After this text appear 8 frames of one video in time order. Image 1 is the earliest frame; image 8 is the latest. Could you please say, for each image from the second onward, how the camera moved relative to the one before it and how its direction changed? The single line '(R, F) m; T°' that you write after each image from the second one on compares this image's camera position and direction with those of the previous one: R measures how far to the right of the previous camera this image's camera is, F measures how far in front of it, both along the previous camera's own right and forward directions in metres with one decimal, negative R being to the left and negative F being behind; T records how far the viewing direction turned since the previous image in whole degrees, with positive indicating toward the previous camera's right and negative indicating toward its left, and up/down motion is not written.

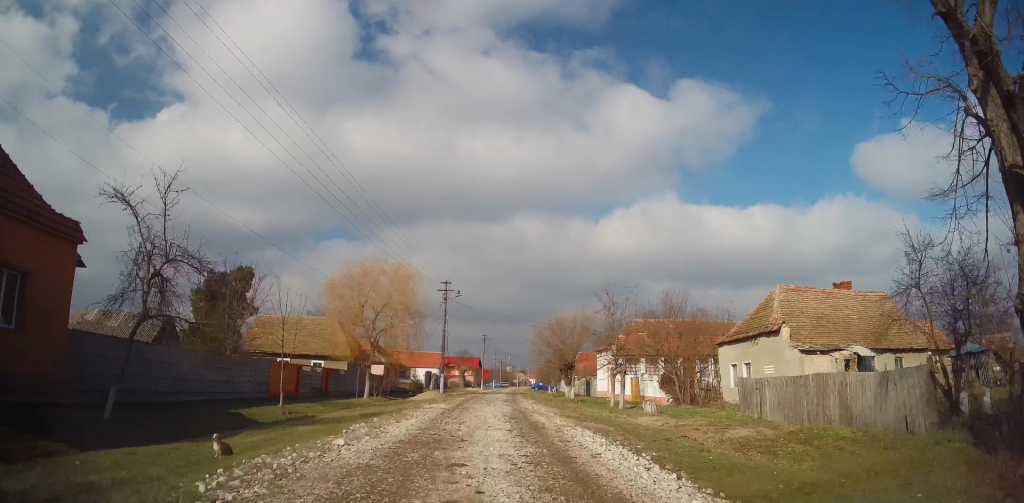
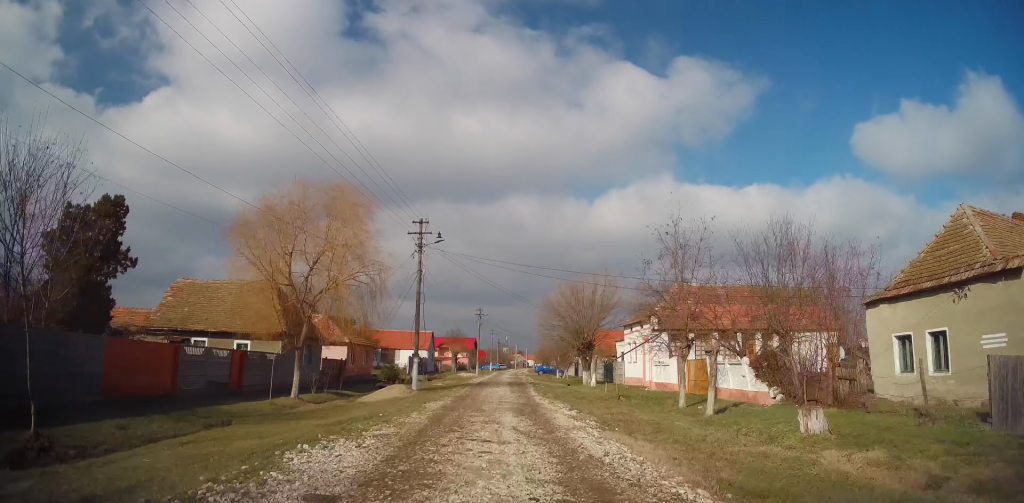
(+0.1, +12.3) m; +1°
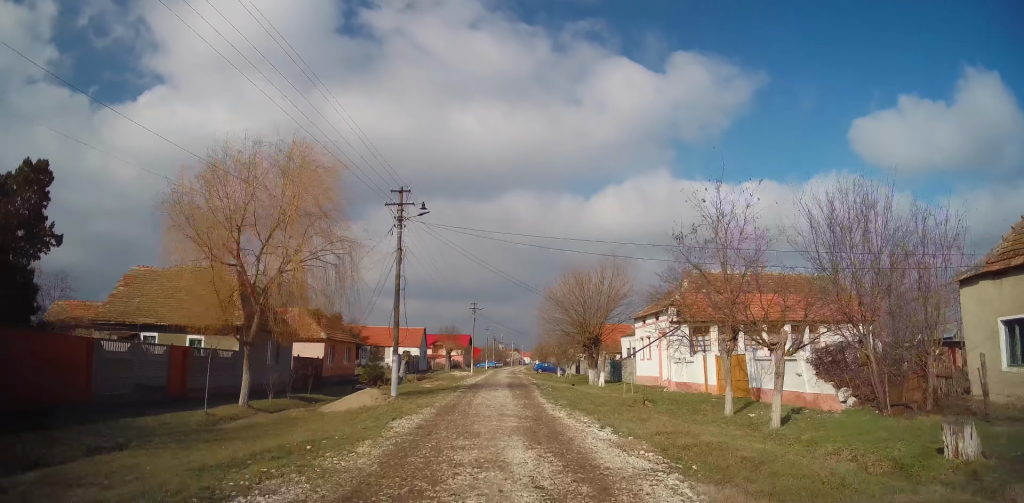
(-0.1, +4.4) m; 0°
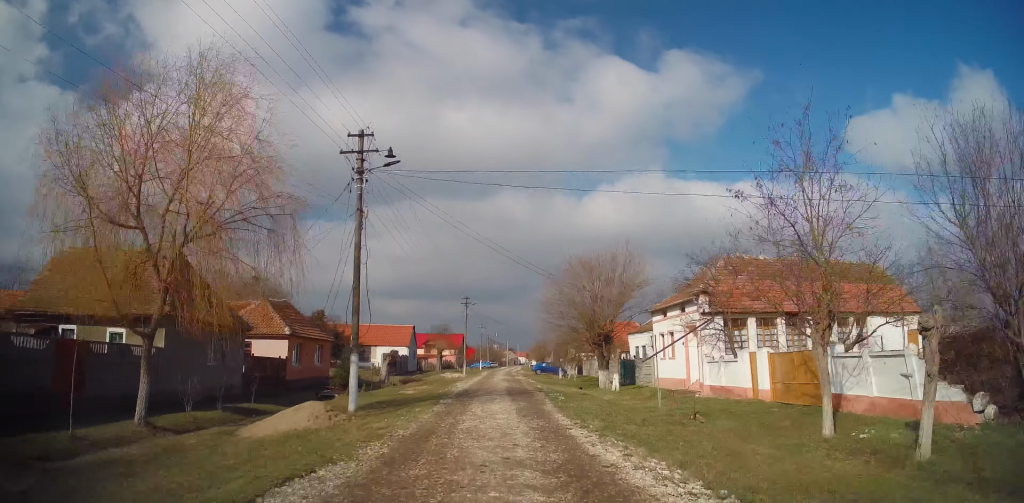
(+0.1, +5.5) m; +3°
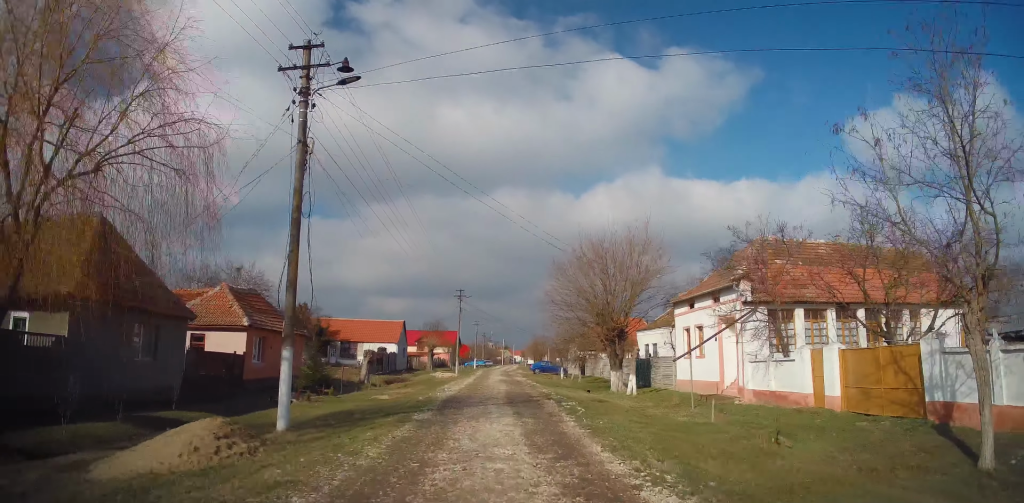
(+0.1, +4.8) m; +1°
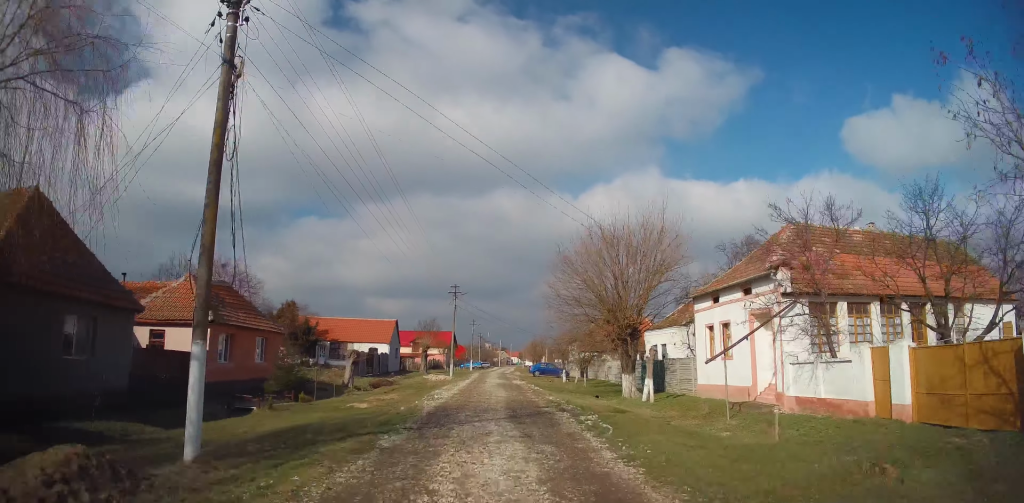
(+0.2, +3.2) m; 0°
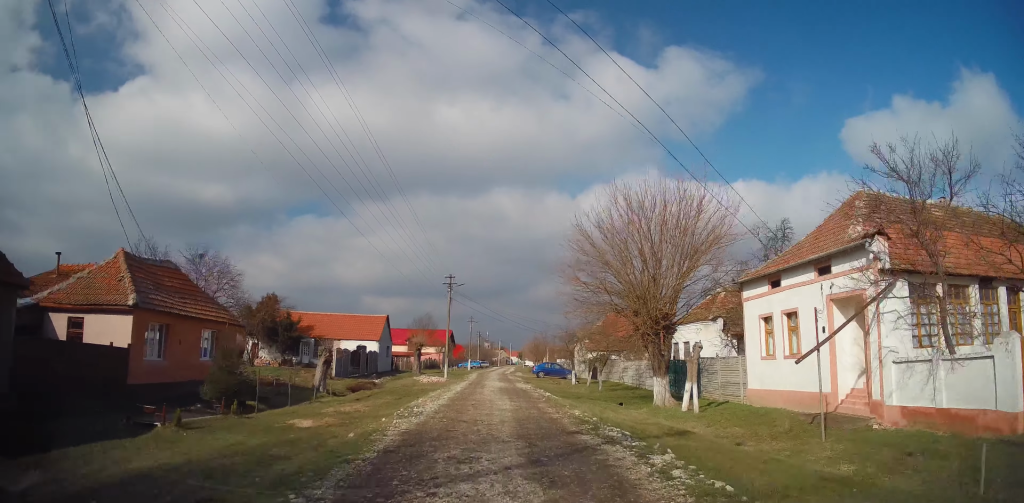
(-0.2, +5.1) m; -2°
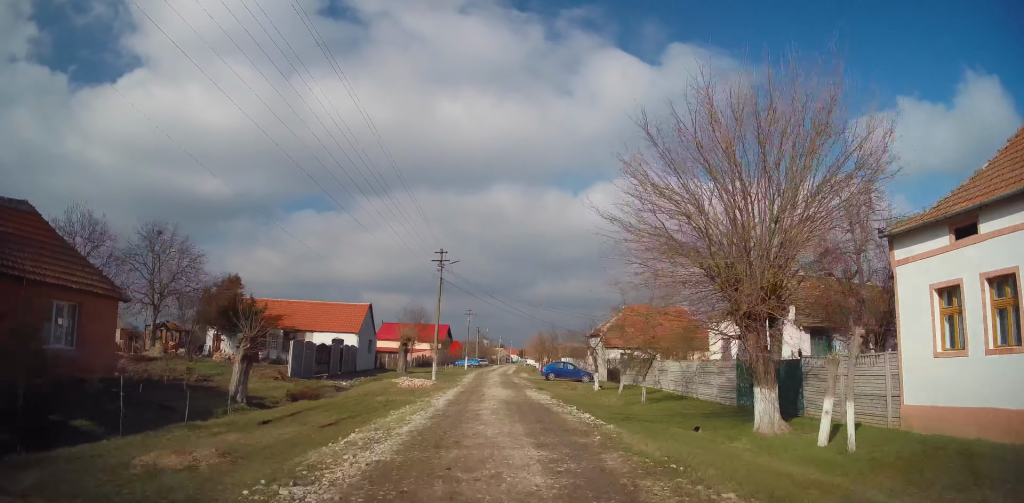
(-0.2, +8.3) m; -1°
